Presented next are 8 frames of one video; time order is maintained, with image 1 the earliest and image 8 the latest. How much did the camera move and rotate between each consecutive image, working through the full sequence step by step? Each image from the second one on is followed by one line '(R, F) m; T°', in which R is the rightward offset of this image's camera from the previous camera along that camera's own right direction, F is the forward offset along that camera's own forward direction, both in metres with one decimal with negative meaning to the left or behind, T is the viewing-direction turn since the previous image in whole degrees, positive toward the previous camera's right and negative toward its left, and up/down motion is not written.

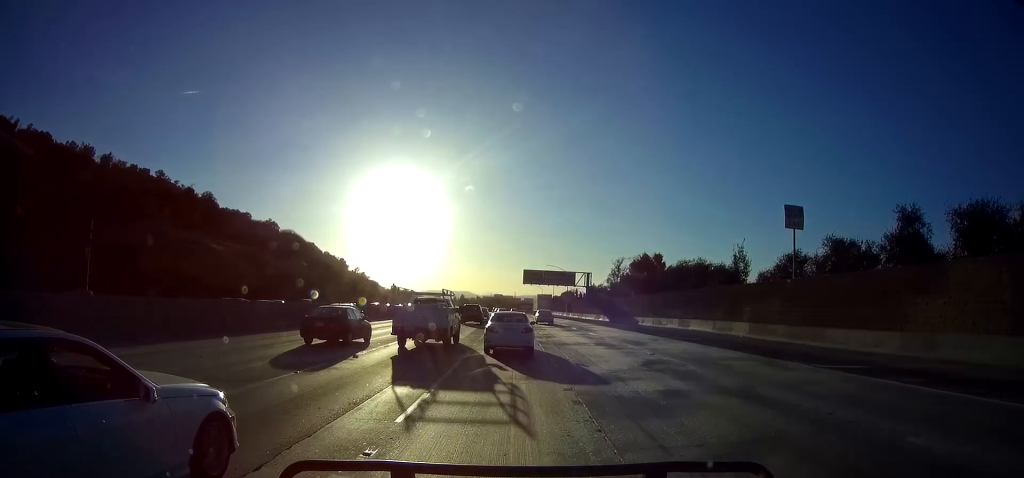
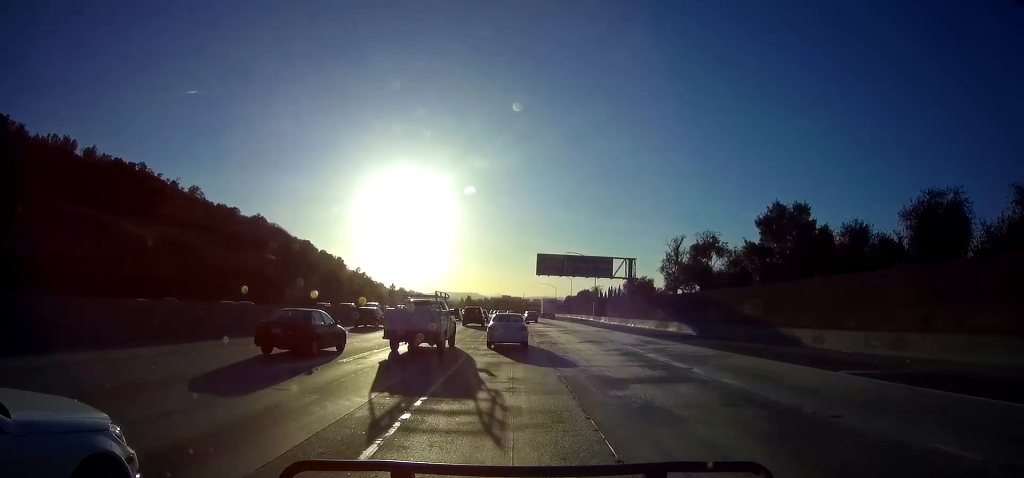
(-0.3, +31.8) m; -1°
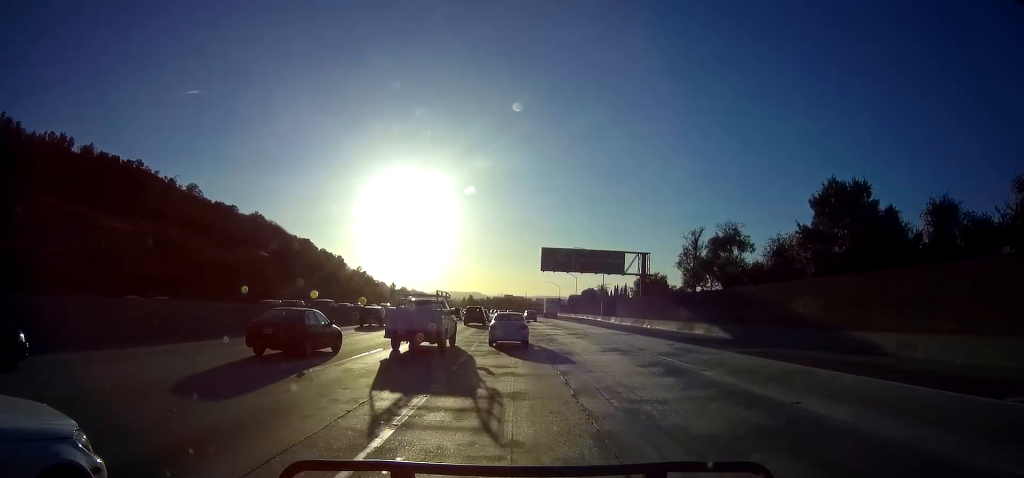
(0.0, +6.3) m; 0°
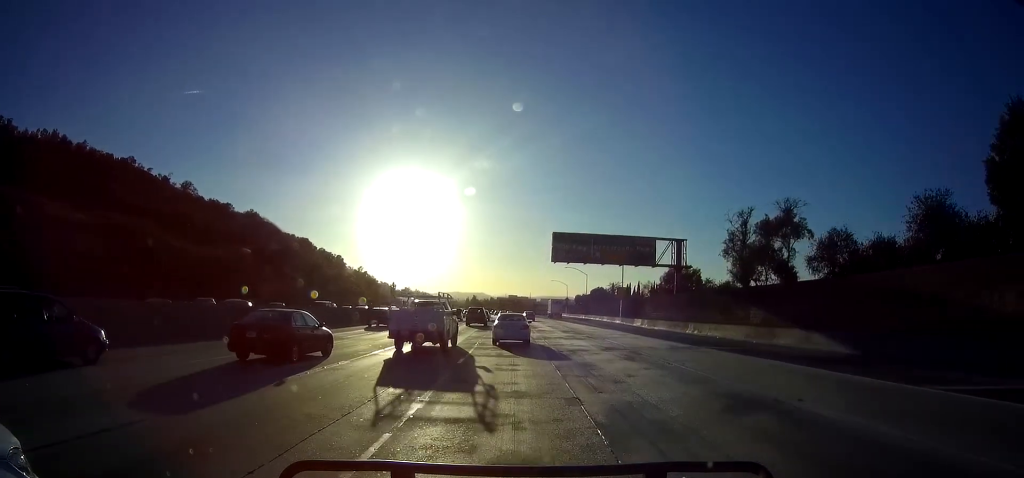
(0.0, +13.0) m; 0°
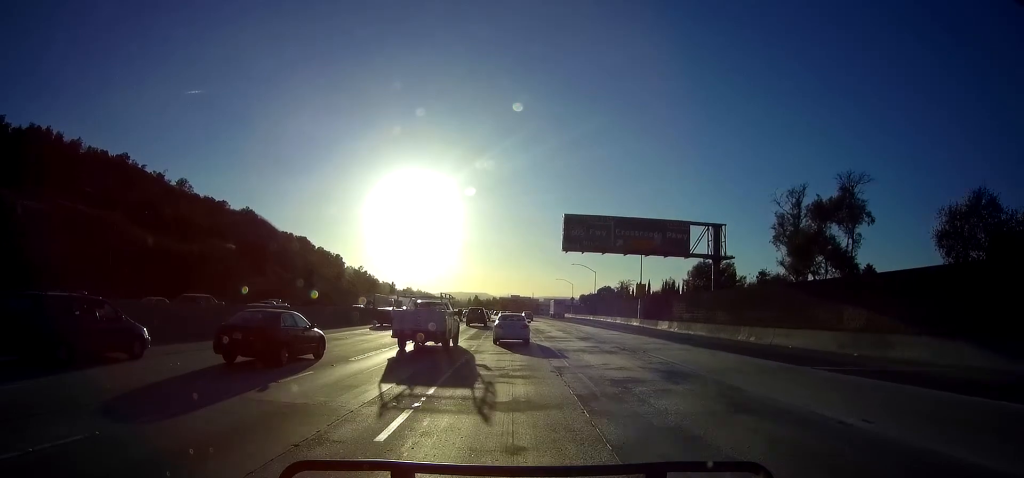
(0.0, +9.8) m; 0°
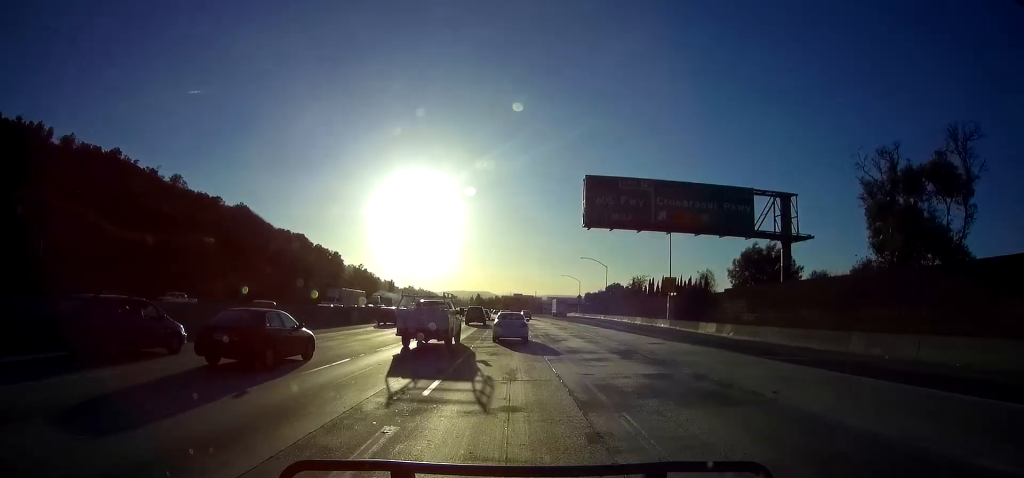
(0.0, +11.6) m; 0°
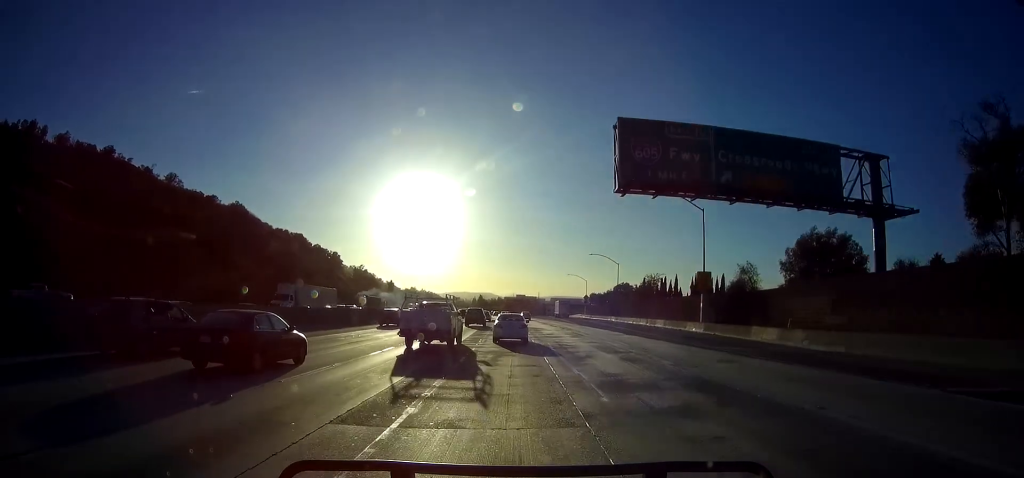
(+0.1, +9.1) m; -1°
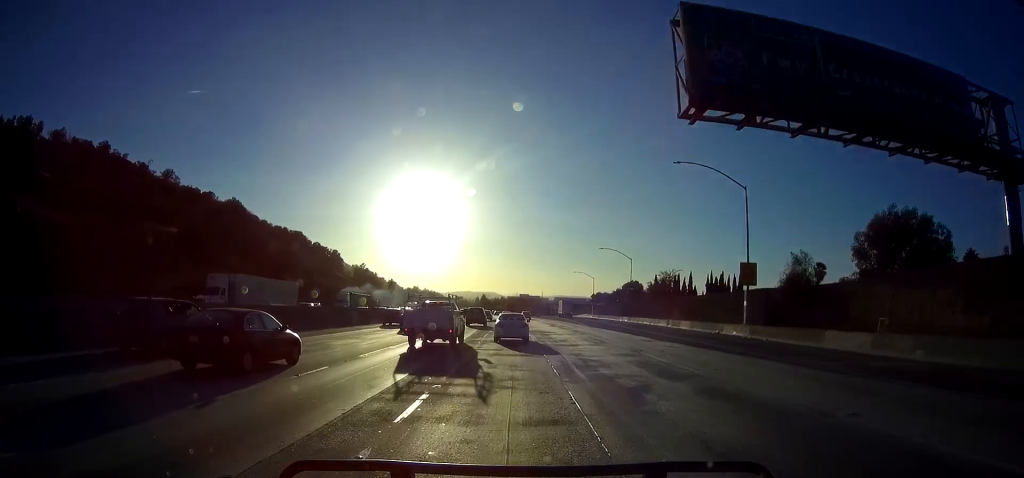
(-0.1, +8.3) m; 0°
